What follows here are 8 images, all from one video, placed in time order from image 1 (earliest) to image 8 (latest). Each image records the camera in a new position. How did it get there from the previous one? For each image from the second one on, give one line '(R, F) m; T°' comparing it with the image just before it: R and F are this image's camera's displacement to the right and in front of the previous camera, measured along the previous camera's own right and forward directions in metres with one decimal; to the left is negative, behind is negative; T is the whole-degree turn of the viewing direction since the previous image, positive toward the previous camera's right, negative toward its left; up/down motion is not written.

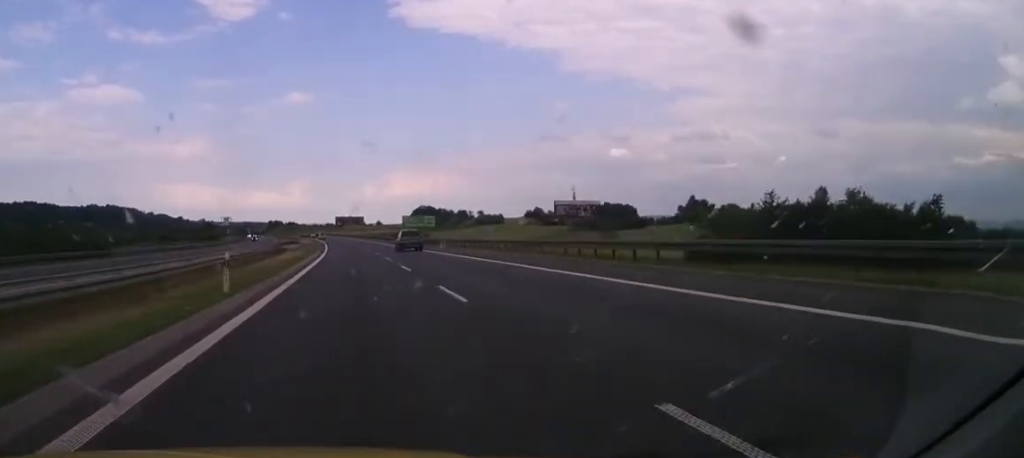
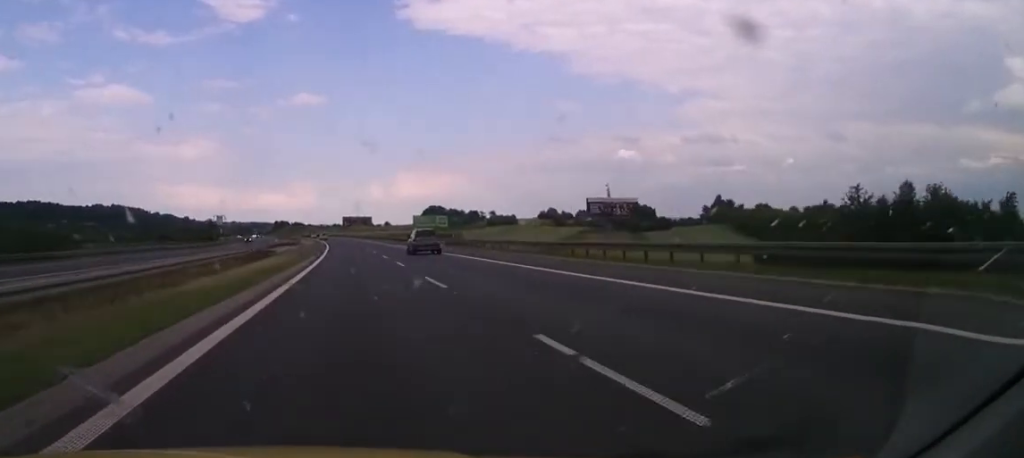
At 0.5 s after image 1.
(+0.3, +21.5) m; -1°
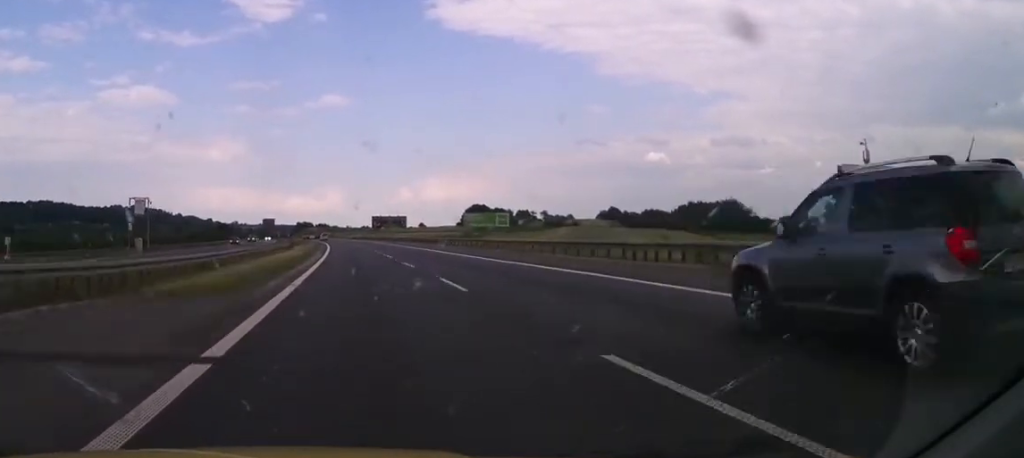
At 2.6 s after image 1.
(-2.4, +88.9) m; -3°
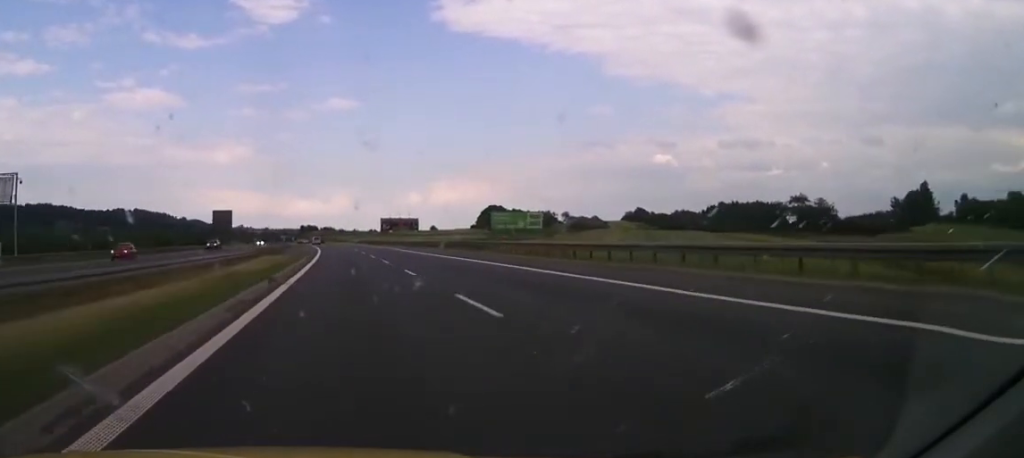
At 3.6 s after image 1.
(-0.7, +41.5) m; -1°
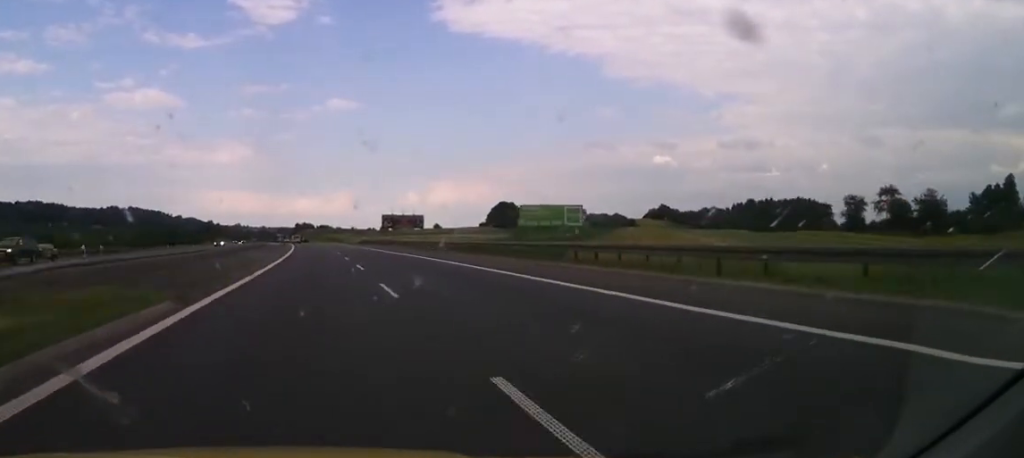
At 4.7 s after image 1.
(-0.2, +45.2) m; -1°
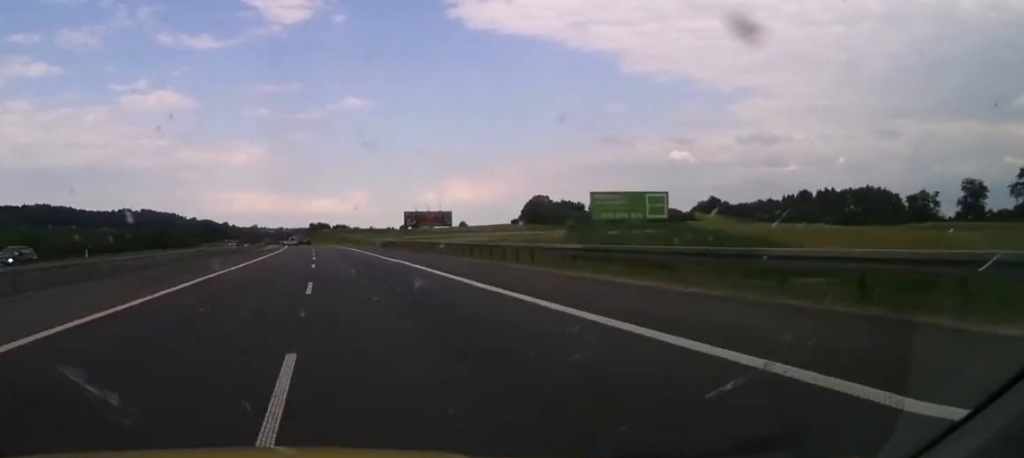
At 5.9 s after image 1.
(-0.6, +47.6) m; -1°
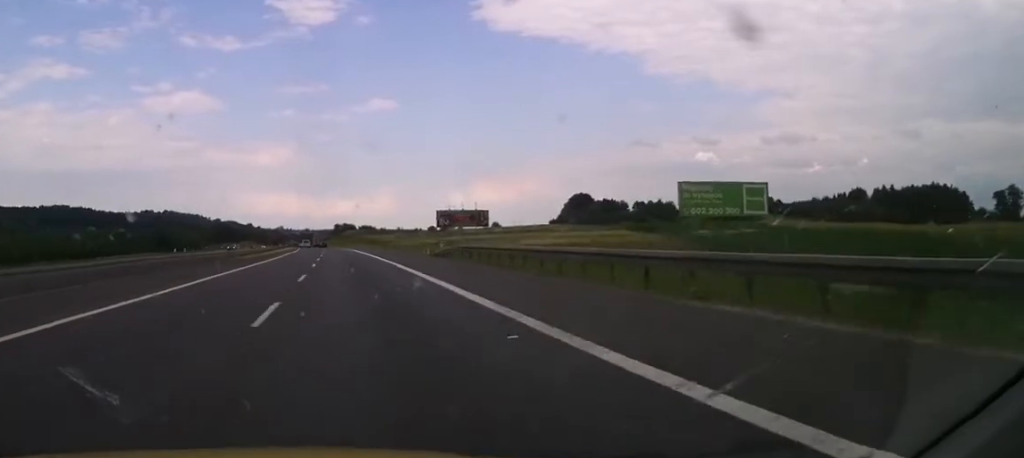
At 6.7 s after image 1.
(-0.1, +32.5) m; 0°
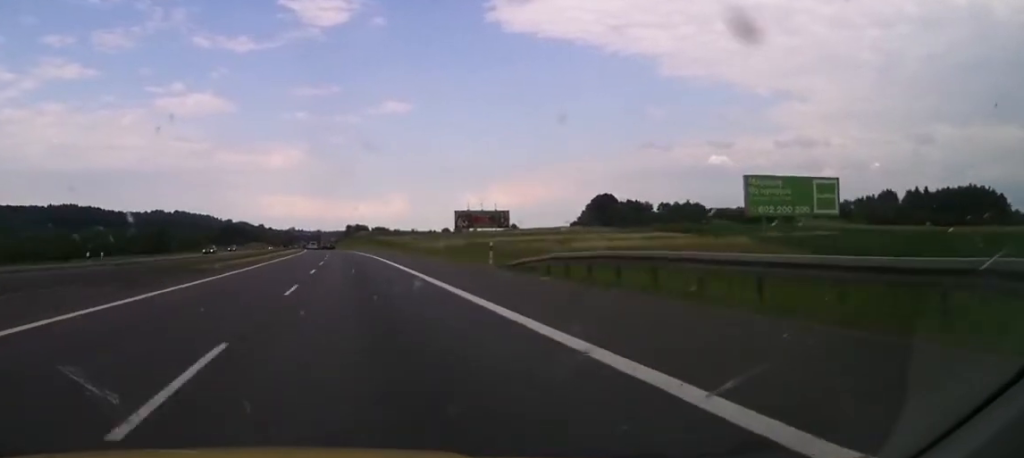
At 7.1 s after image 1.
(+0.1, +18.9) m; 0°
